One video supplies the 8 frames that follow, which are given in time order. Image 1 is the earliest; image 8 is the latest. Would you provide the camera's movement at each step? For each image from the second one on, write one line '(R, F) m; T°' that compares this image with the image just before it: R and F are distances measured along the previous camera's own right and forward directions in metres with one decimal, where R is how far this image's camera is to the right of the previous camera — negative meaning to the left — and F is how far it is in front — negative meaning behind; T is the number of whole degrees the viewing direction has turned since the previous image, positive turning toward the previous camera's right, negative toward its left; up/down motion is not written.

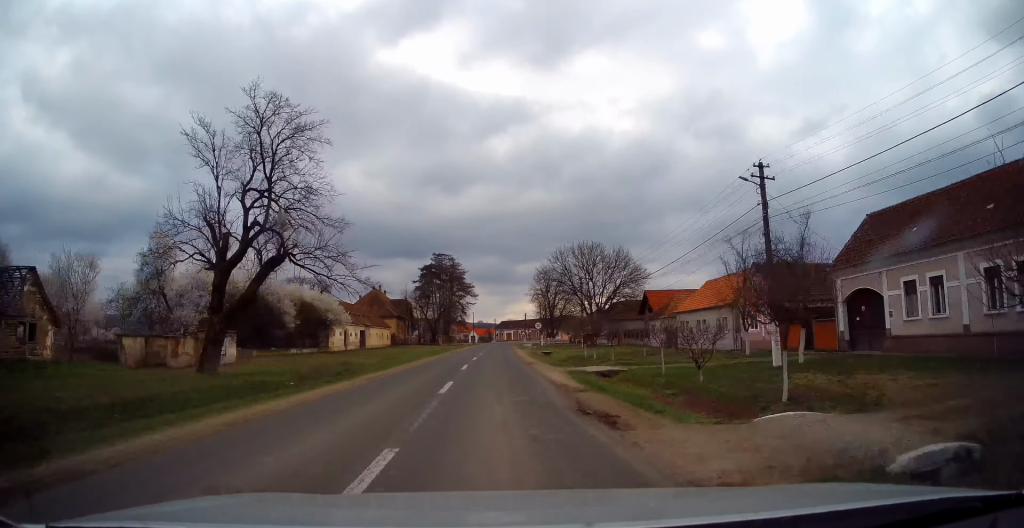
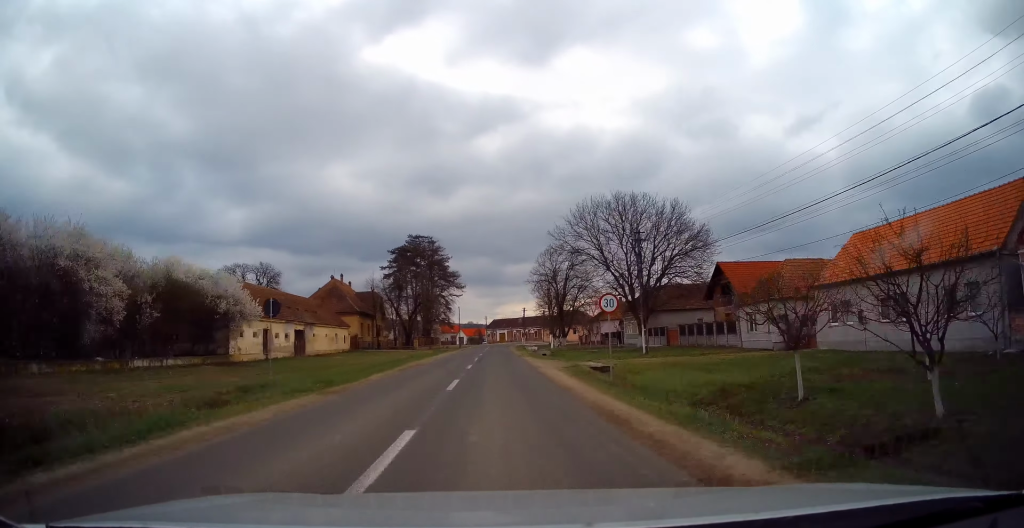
(+0.2, +25.5) m; +1°
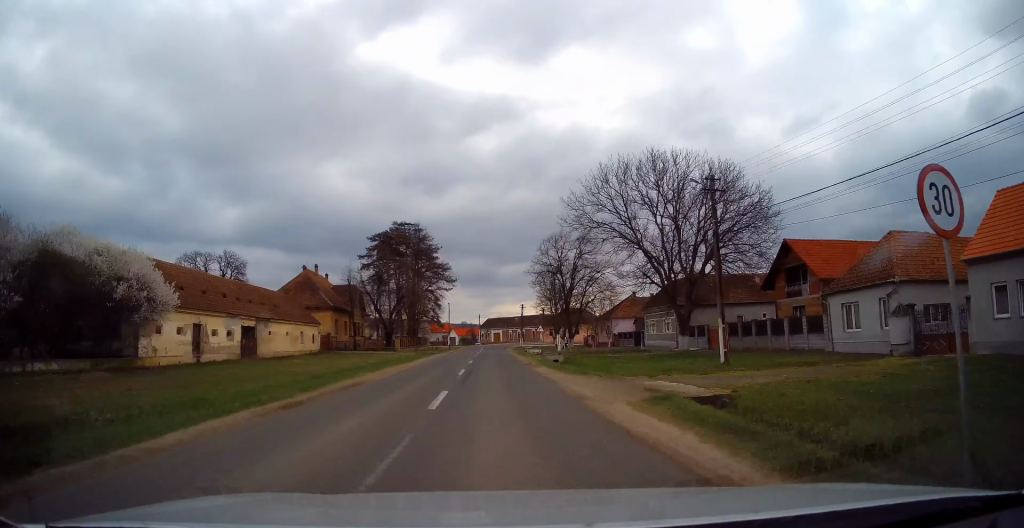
(0.0, +12.1) m; 0°
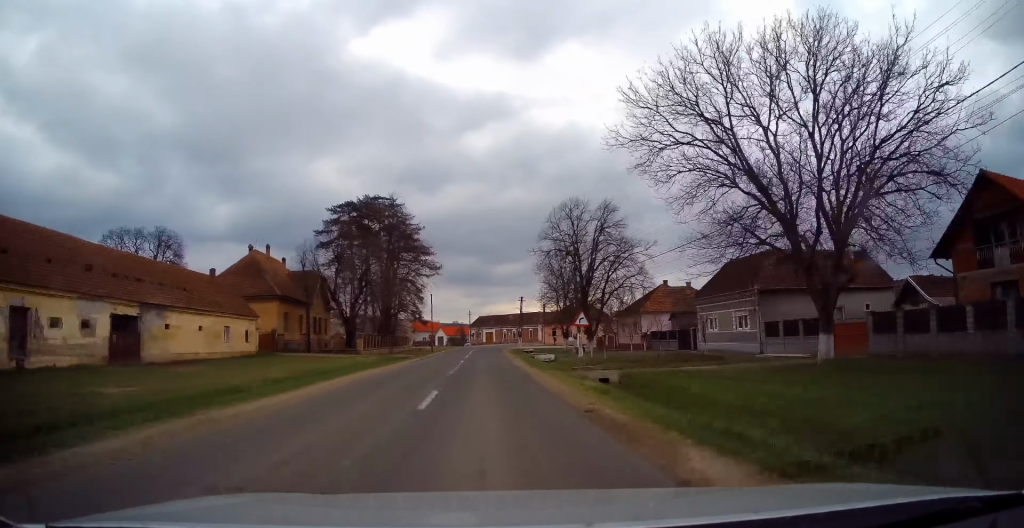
(+0.2, +17.6) m; 0°
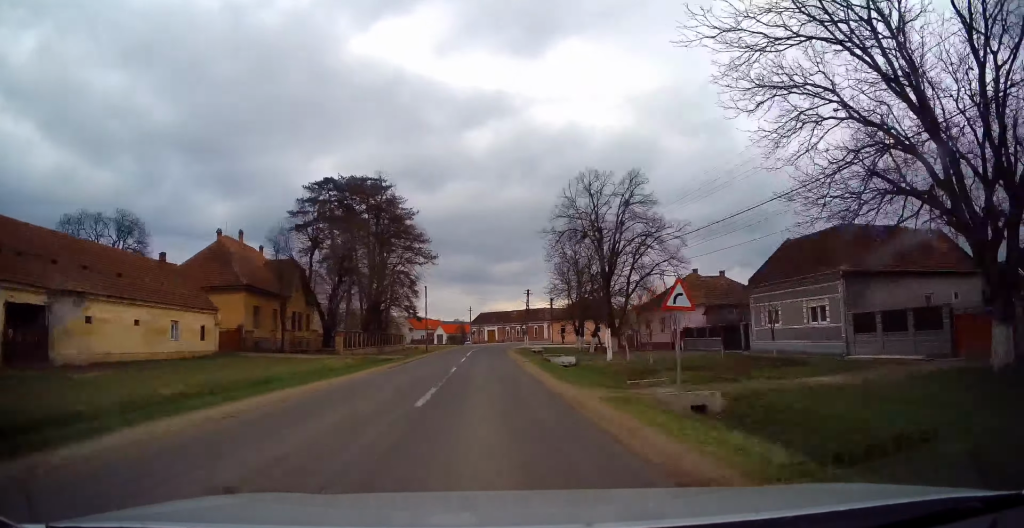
(-0.1, +8.9) m; 0°
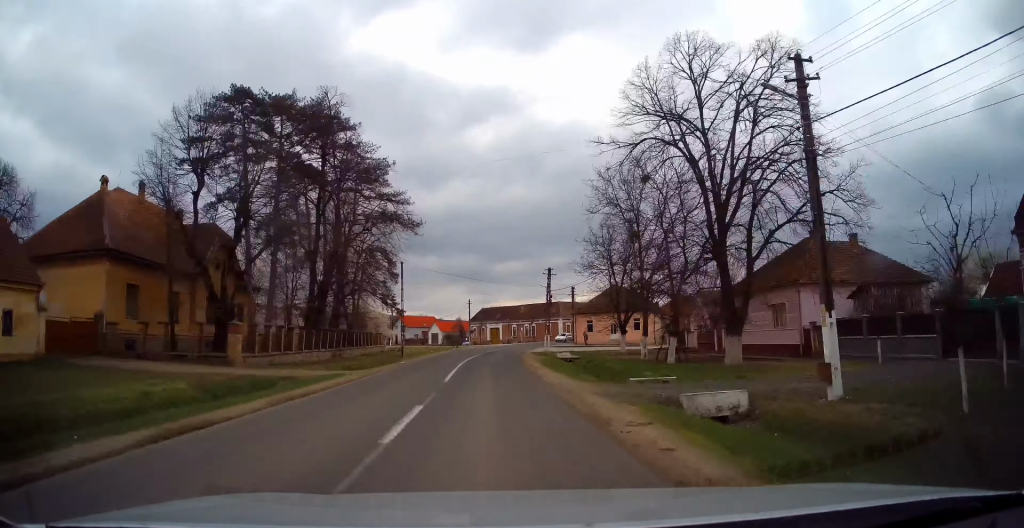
(+0.3, +21.3) m; +2°
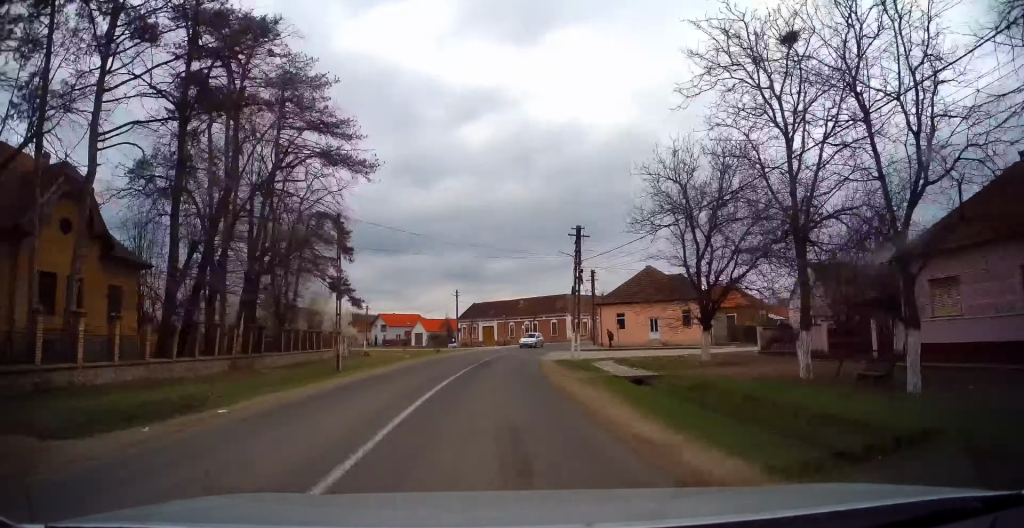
(+0.1, +18.5) m; 0°
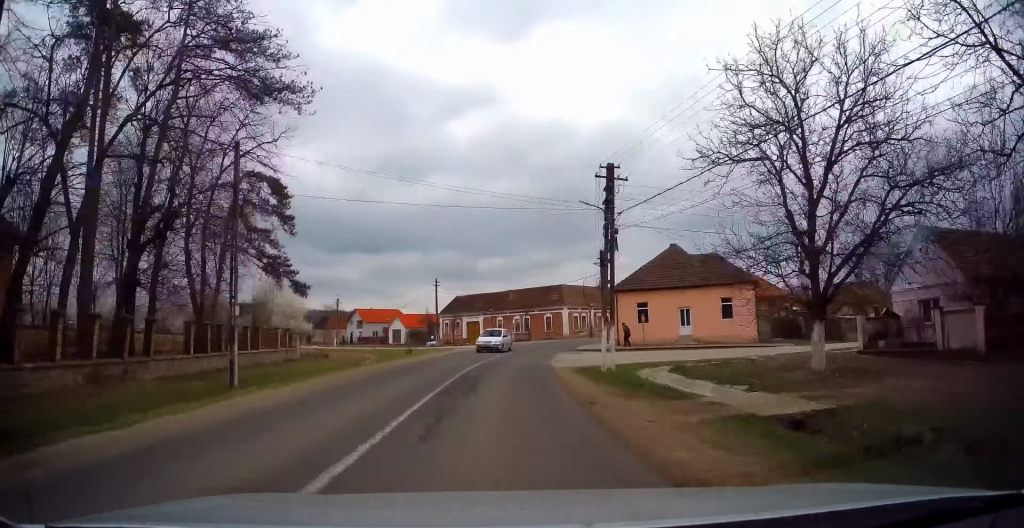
(0.0, +11.0) m; +2°
